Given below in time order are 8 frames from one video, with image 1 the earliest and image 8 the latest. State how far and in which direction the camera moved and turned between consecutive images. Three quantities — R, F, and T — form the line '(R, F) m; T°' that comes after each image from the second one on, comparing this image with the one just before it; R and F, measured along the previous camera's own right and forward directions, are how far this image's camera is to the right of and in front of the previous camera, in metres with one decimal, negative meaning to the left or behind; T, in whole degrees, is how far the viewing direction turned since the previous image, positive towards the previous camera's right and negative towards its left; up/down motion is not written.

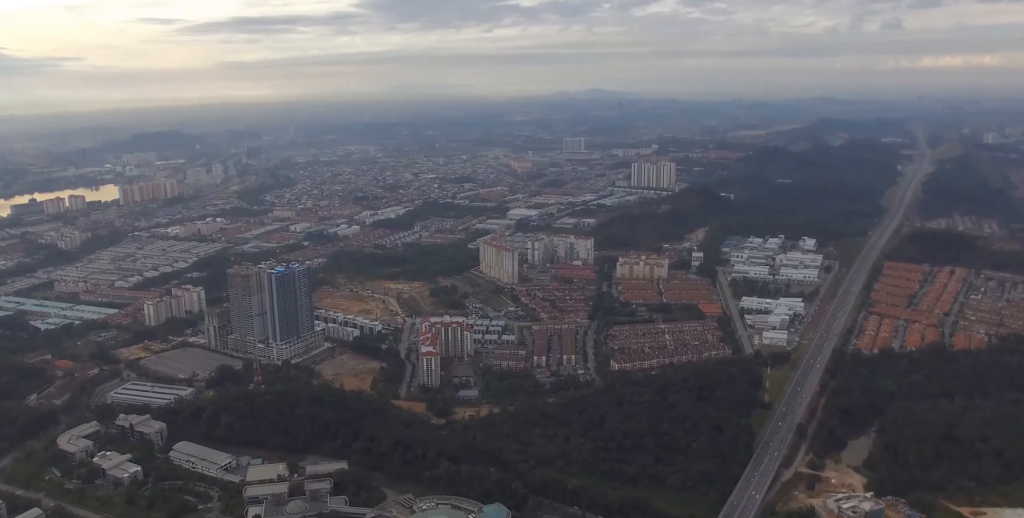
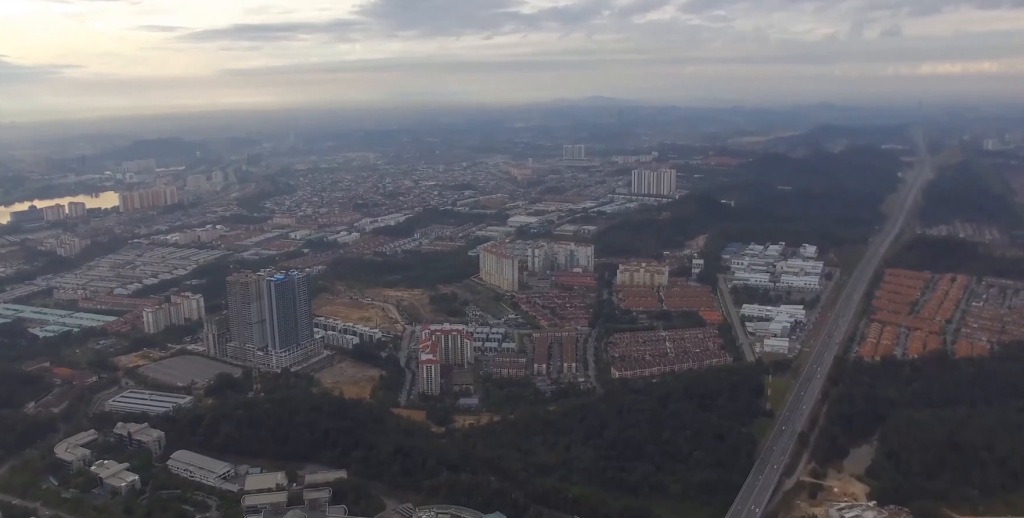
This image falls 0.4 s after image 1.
(0.0, +4.0) m; 0°
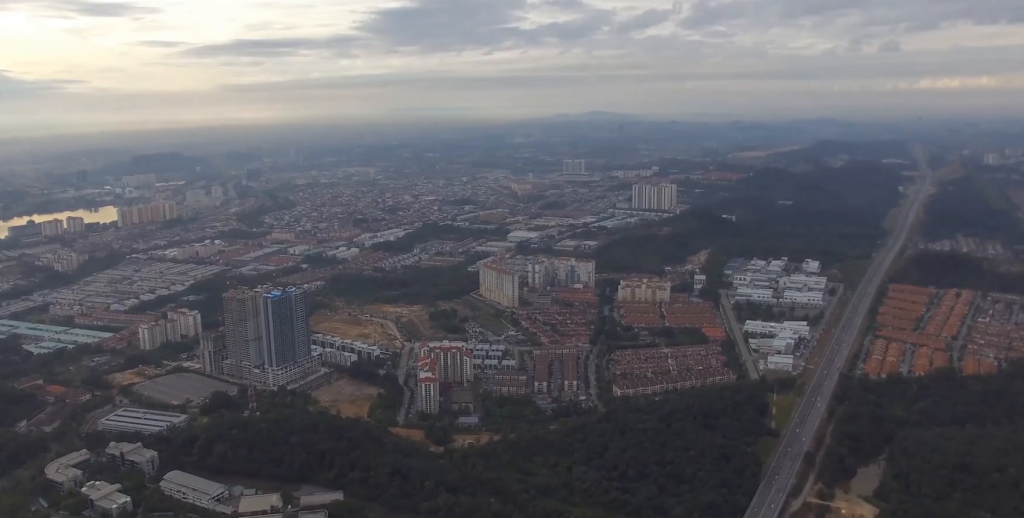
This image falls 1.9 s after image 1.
(-0.1, +14.8) m; 0°
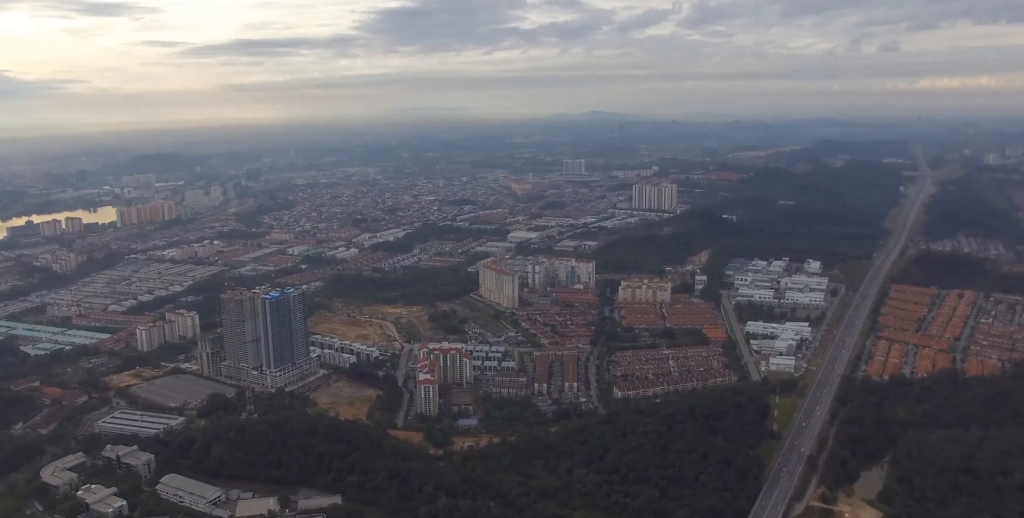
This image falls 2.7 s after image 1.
(0.0, +8.4) m; 0°
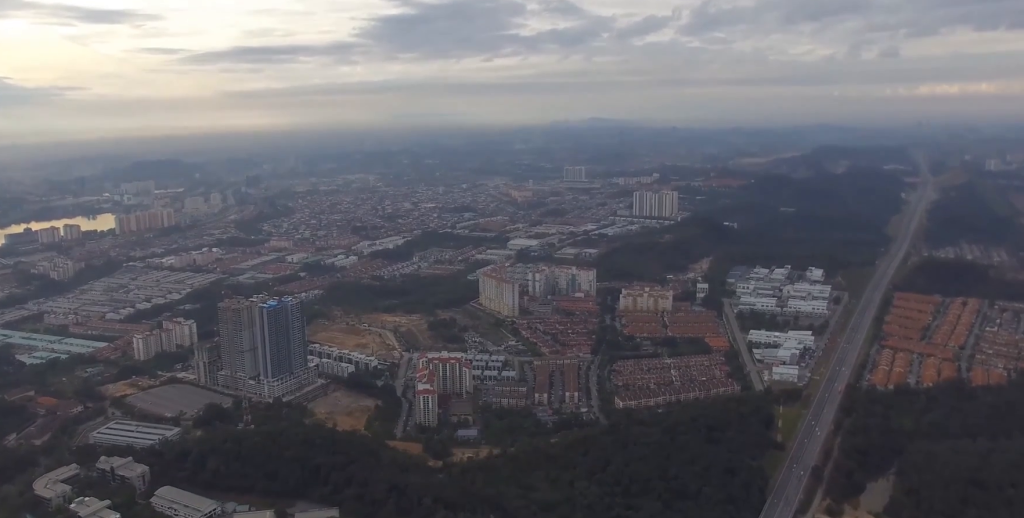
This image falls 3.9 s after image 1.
(0.0, +11.6) m; 0°
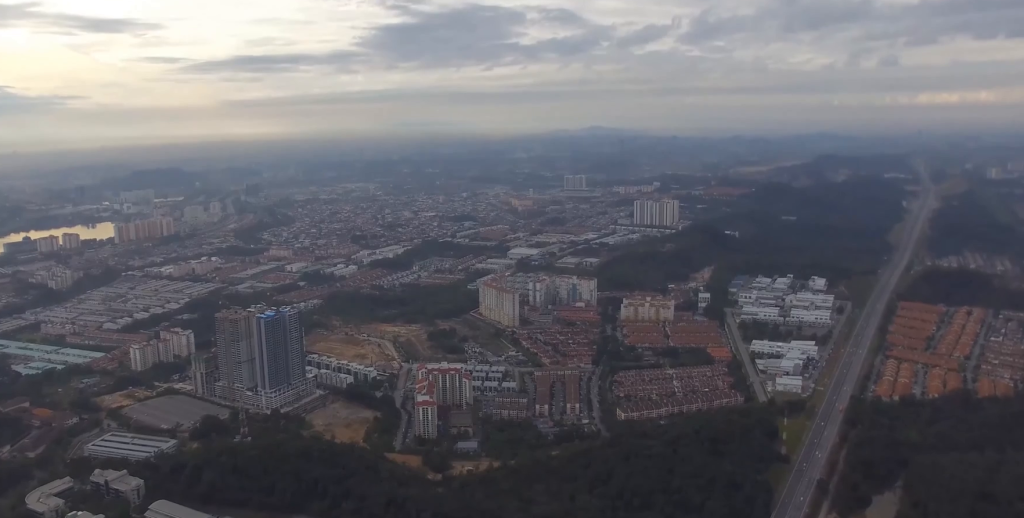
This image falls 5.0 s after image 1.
(0.0, +11.6) m; 0°
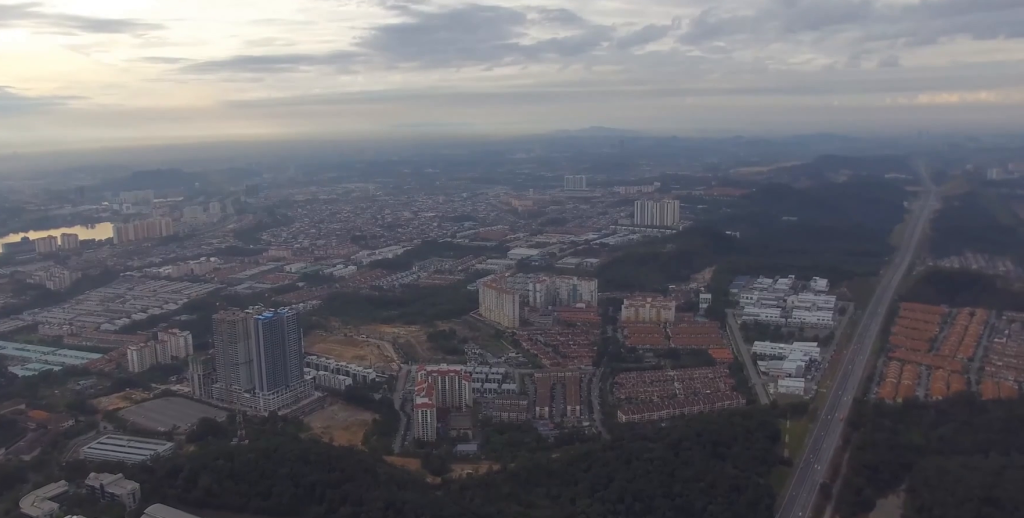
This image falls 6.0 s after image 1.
(0.0, +9.6) m; 0°
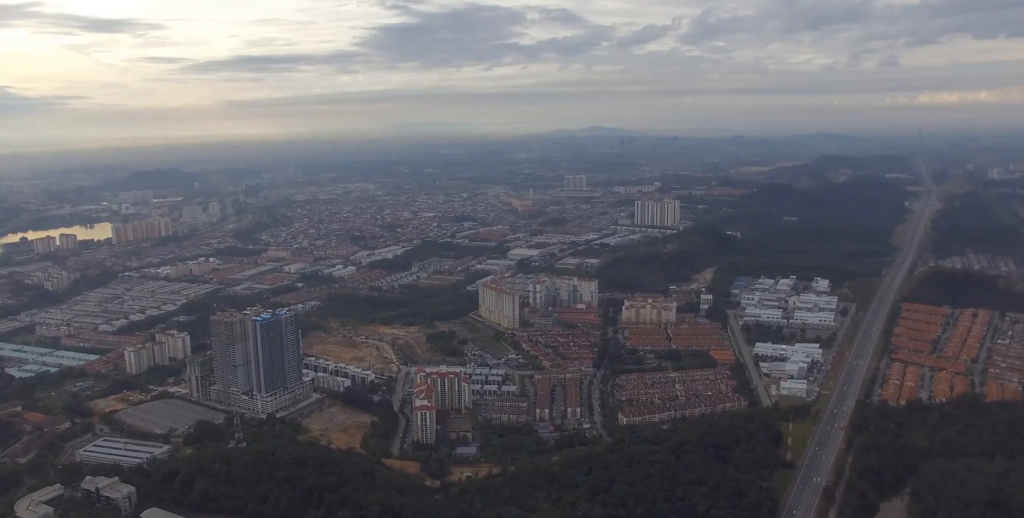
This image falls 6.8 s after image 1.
(0.0, +8.4) m; 0°
